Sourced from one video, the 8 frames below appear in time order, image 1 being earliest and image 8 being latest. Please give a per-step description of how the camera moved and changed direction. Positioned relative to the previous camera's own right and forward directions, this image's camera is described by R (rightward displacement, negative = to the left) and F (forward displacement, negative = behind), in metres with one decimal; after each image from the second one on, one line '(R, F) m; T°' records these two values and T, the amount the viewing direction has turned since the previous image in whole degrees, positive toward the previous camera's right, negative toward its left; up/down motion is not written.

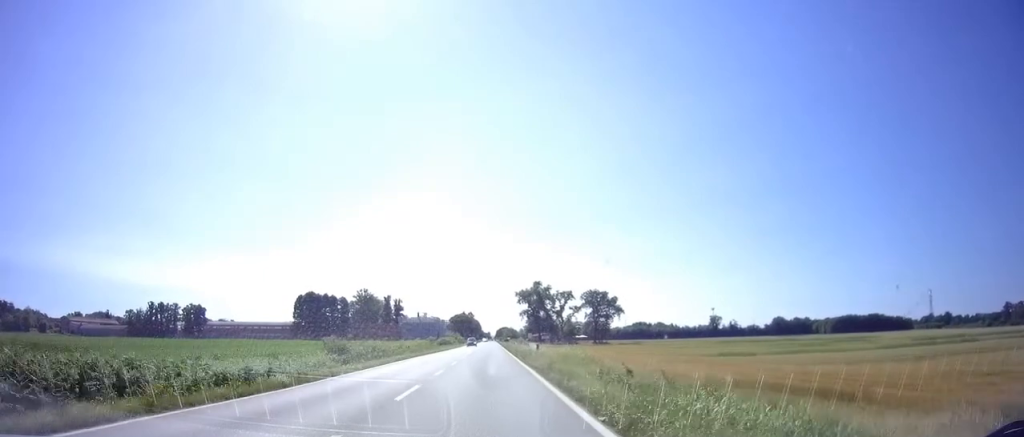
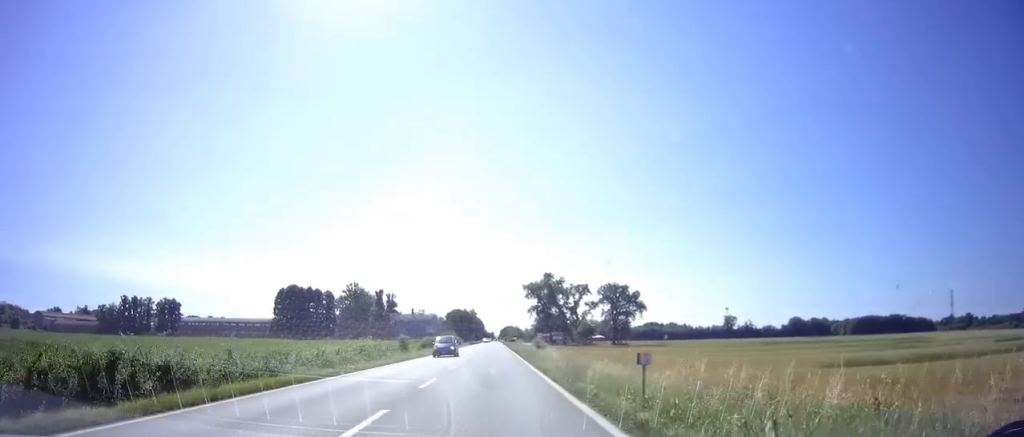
(+0.1, +26.9) m; 0°
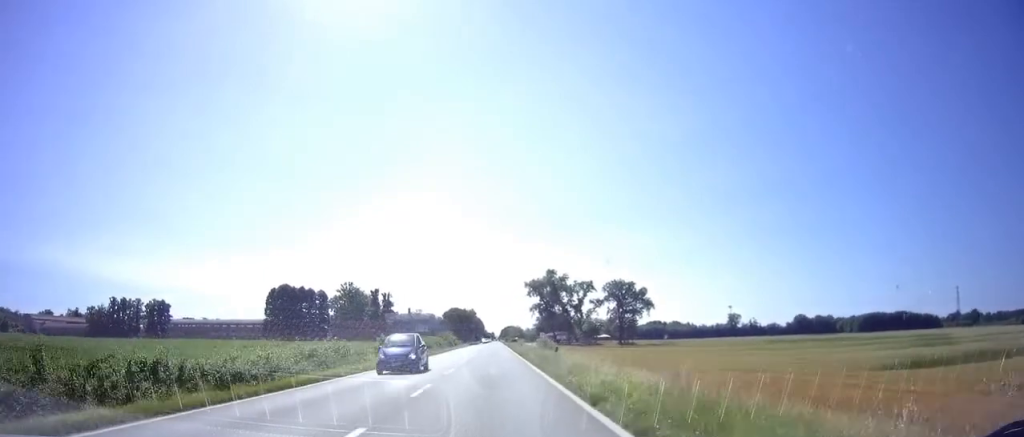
(0.0, +8.9) m; 0°
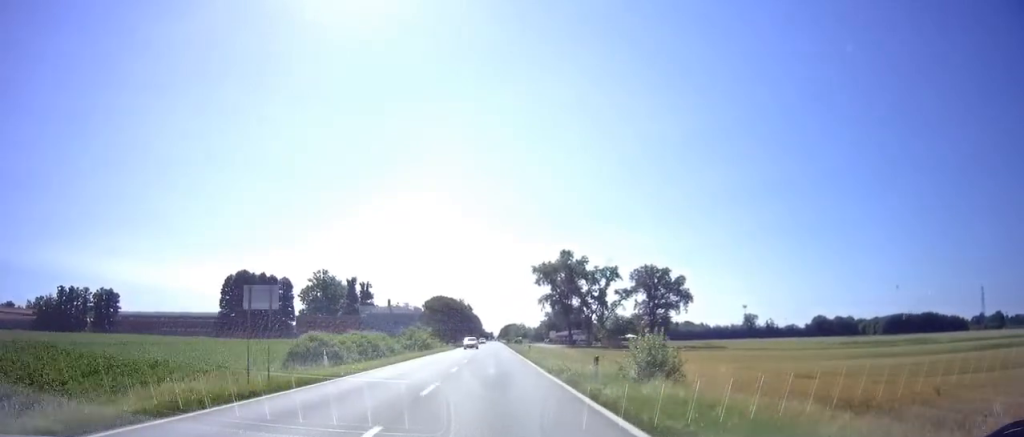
(-0.6, +36.7) m; -1°
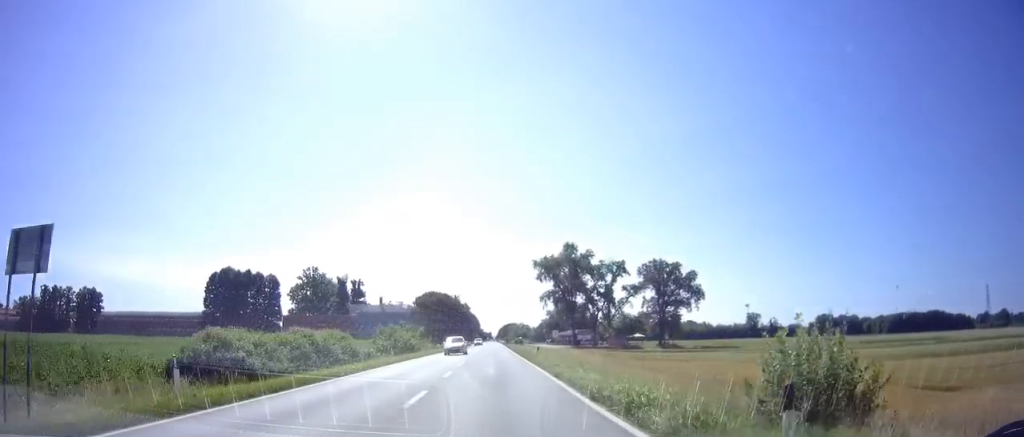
(+0.2, +10.2) m; +1°
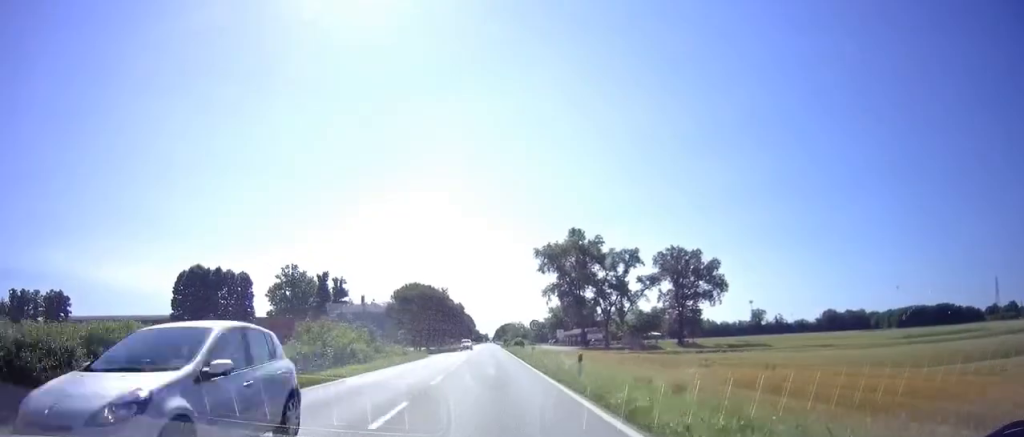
(+0.1, +15.9) m; 0°
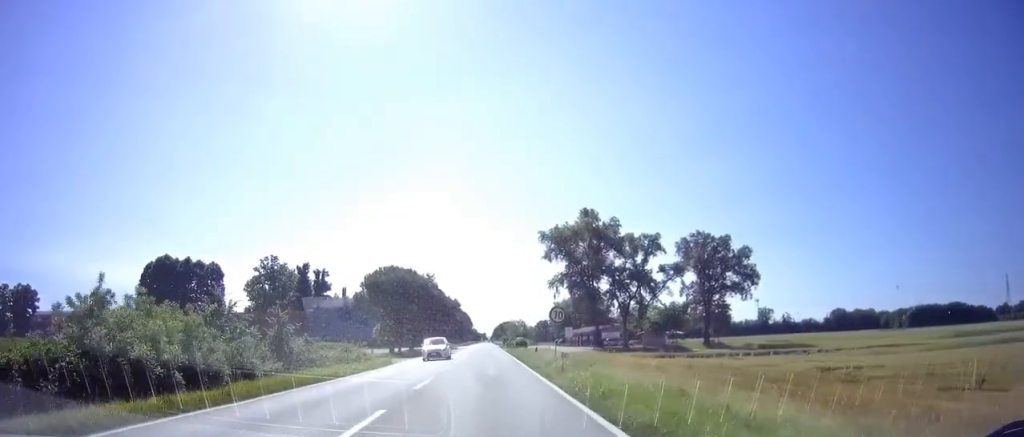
(0.0, +15.9) m; 0°
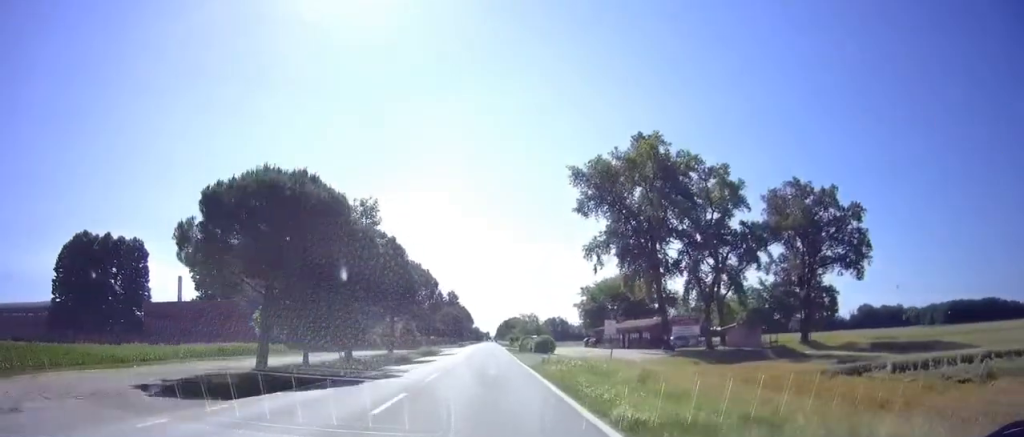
(0.0, +34.4) m; 0°
